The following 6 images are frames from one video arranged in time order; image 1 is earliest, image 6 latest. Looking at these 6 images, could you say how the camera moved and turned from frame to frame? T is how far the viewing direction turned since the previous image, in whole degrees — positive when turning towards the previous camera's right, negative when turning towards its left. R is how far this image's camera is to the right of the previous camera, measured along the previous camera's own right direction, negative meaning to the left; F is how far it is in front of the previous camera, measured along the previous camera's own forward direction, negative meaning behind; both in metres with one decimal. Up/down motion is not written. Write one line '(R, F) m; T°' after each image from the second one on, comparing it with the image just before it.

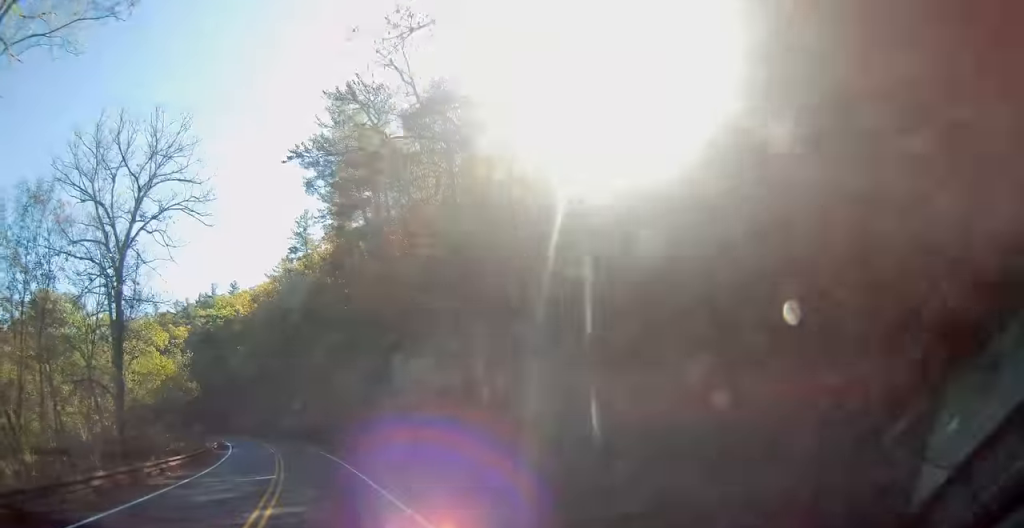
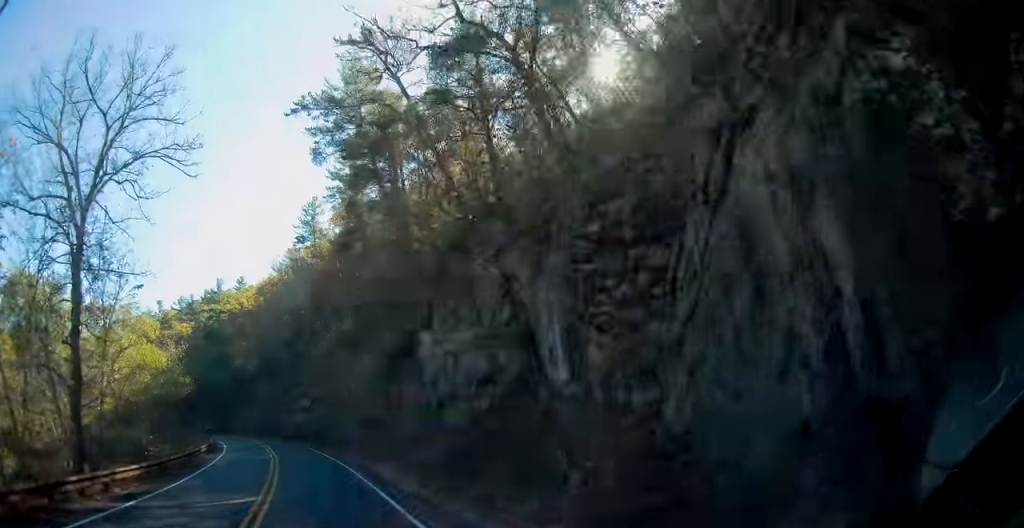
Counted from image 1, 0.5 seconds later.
(-0.1, +6.6) m; -2°
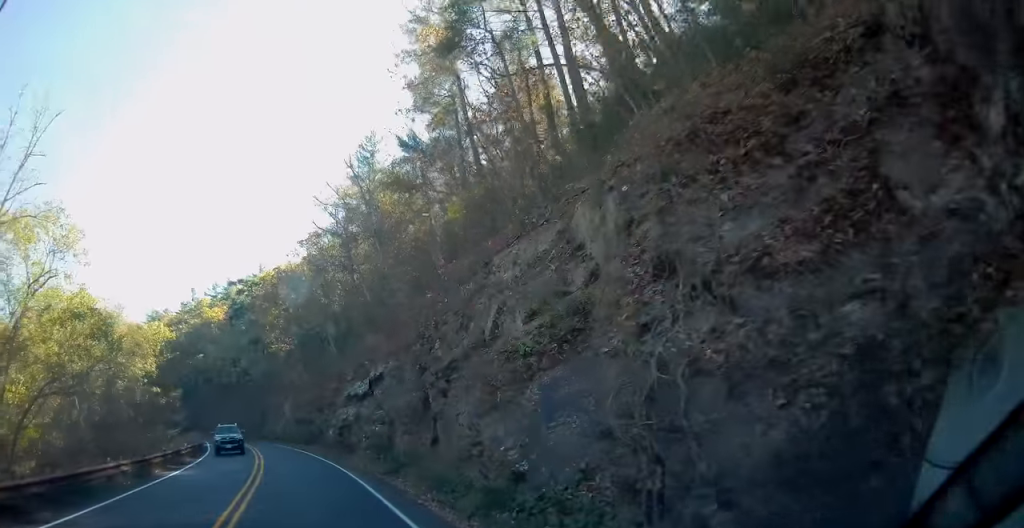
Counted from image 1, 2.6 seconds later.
(-1.5, +27.7) m; -5°
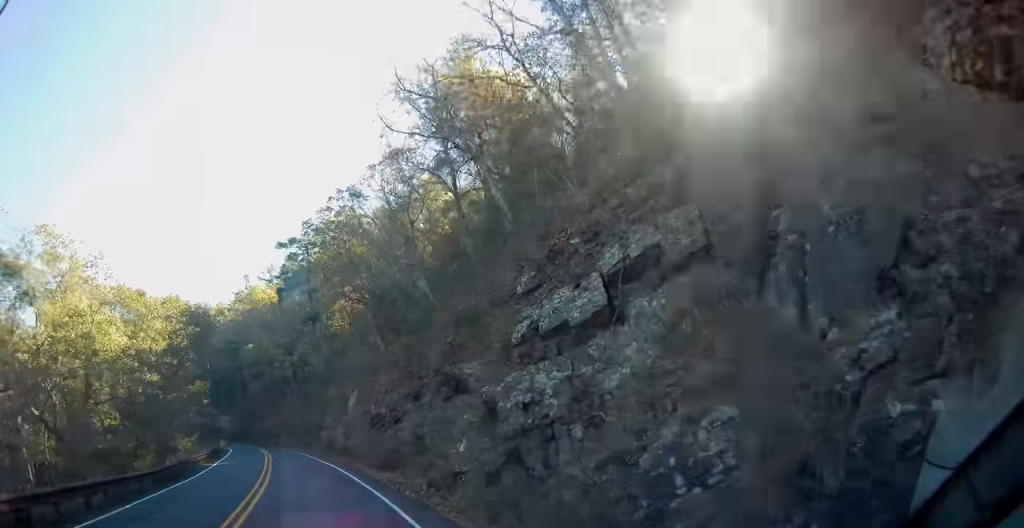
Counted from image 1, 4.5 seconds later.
(-1.3, +24.1) m; -8°
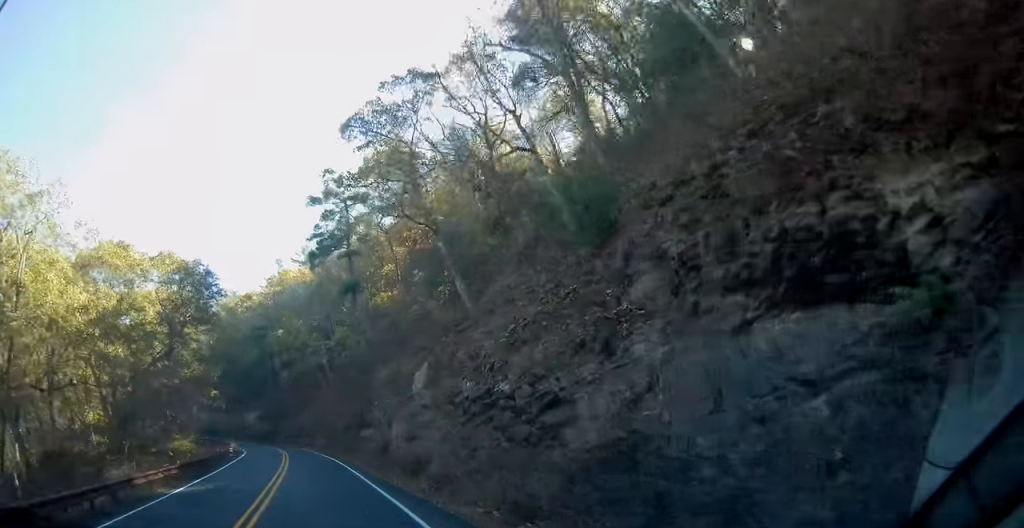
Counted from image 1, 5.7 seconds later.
(-0.7, +15.3) m; -5°
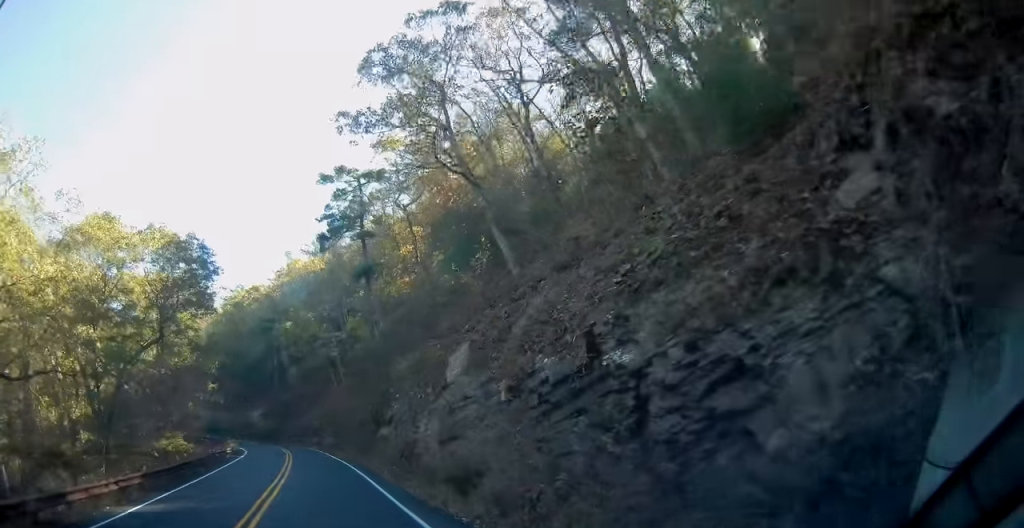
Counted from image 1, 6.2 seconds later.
(+0.1, +5.5) m; -2°
